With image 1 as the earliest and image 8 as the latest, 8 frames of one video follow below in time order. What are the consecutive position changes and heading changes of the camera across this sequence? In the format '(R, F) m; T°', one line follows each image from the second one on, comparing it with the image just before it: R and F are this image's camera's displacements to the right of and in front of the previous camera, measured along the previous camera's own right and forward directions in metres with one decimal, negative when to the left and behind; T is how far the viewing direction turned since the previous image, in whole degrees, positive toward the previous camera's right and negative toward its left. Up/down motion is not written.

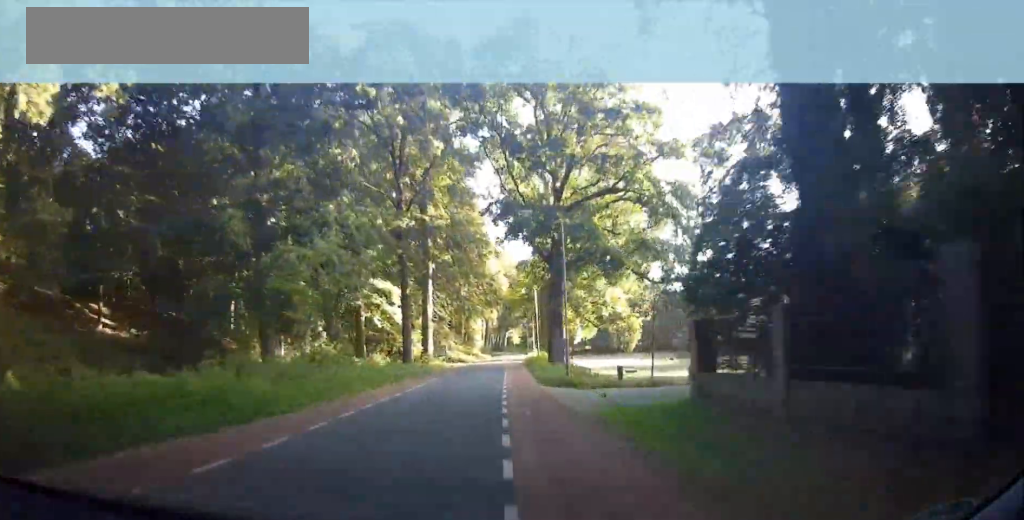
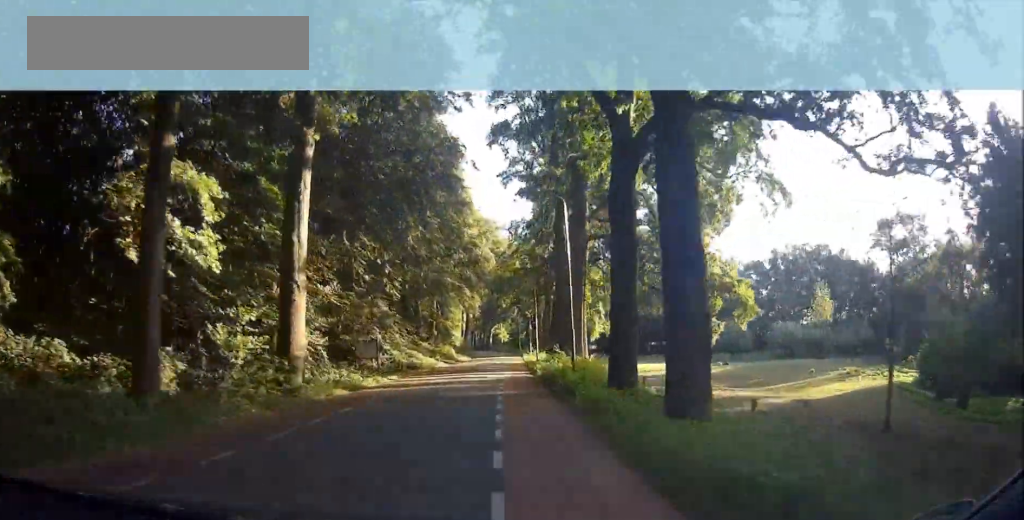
(0.0, +31.0) m; 0°
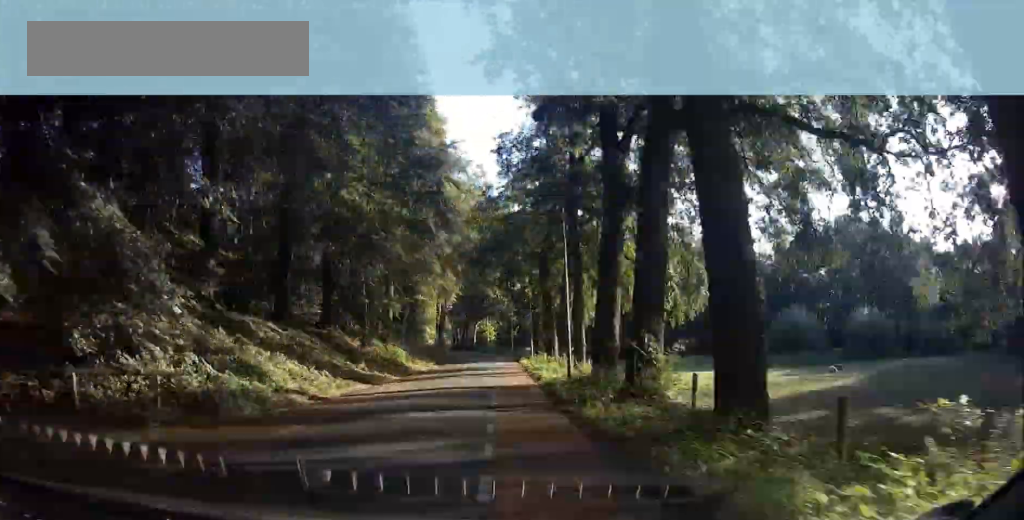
(0.0, +29.2) m; 0°
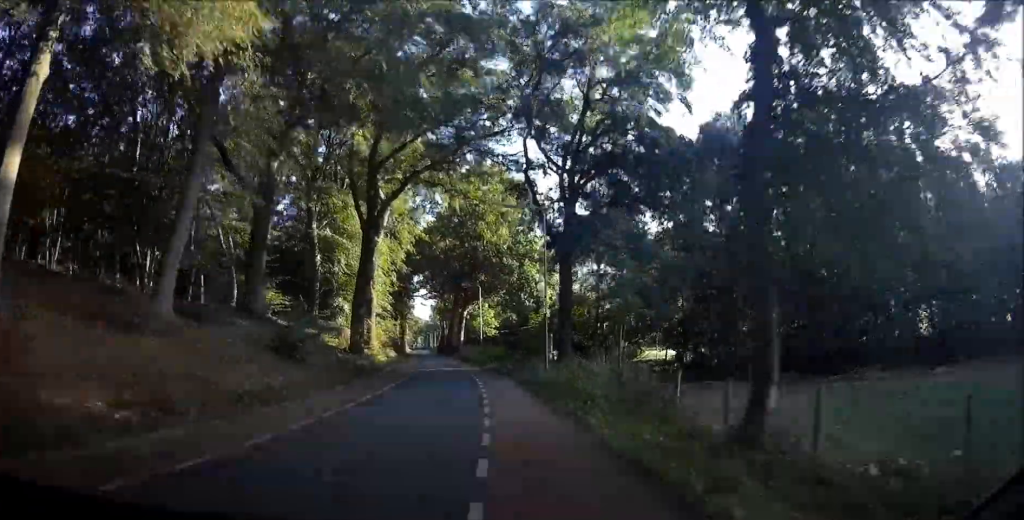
(0.0, +57.2) m; 0°
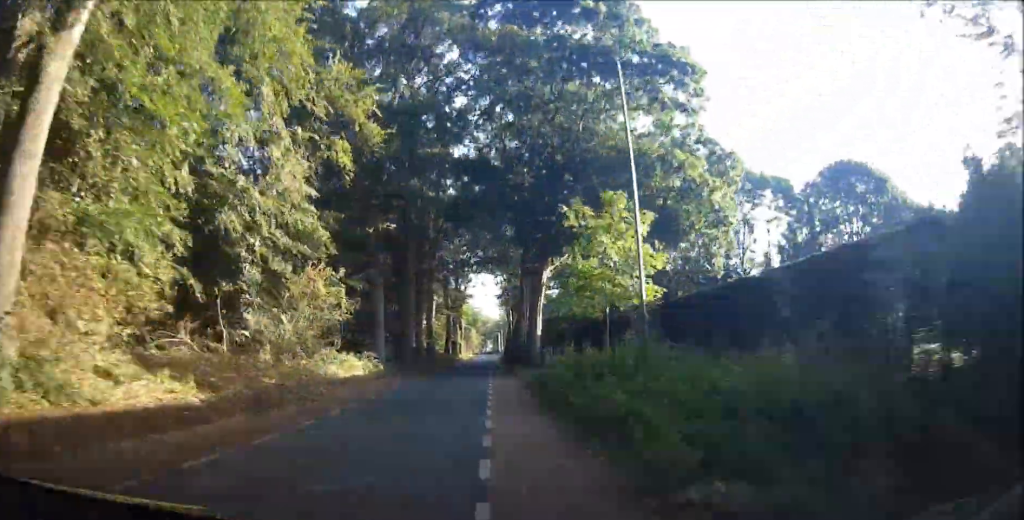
(-0.7, +40.7) m; -3°
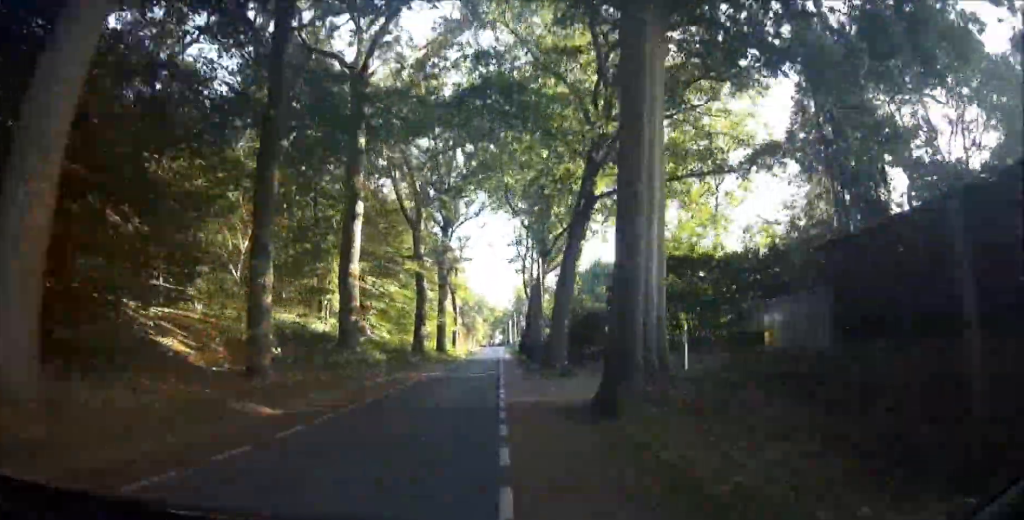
(-1.6, +36.4) m; -3°
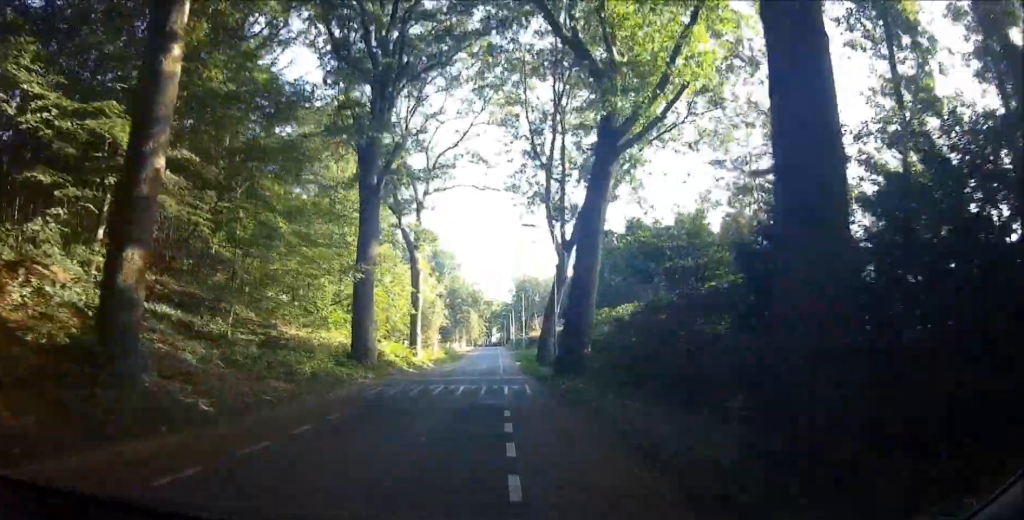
(0.0, +35.9) m; +1°
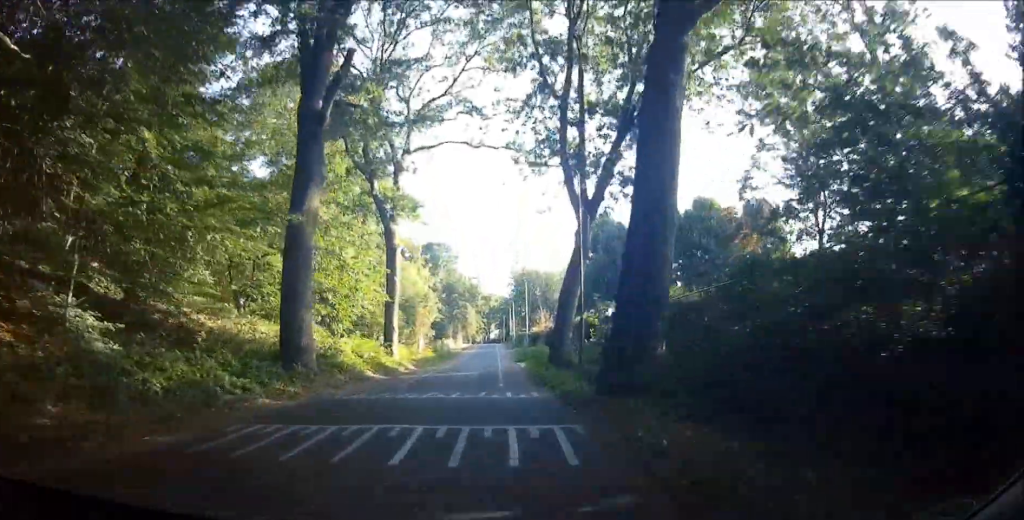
(+0.1, +10.7) m; +1°
